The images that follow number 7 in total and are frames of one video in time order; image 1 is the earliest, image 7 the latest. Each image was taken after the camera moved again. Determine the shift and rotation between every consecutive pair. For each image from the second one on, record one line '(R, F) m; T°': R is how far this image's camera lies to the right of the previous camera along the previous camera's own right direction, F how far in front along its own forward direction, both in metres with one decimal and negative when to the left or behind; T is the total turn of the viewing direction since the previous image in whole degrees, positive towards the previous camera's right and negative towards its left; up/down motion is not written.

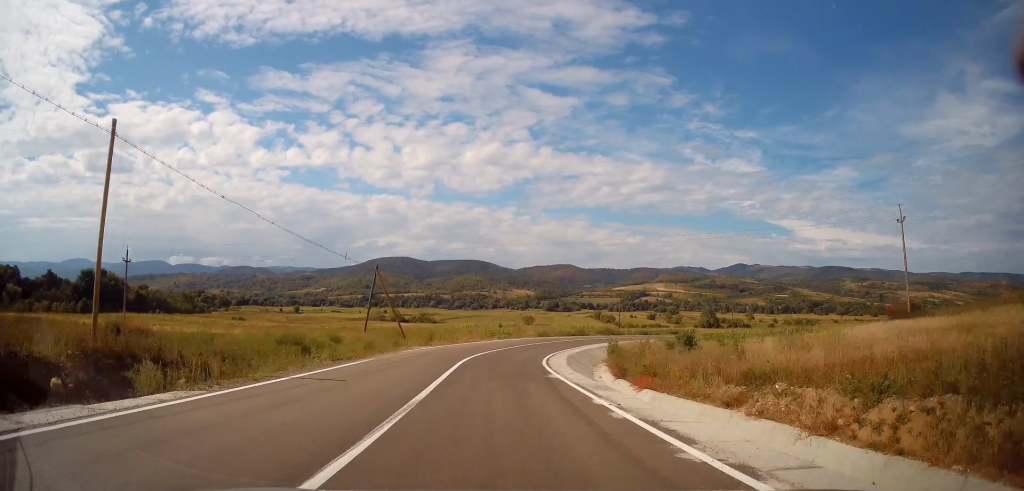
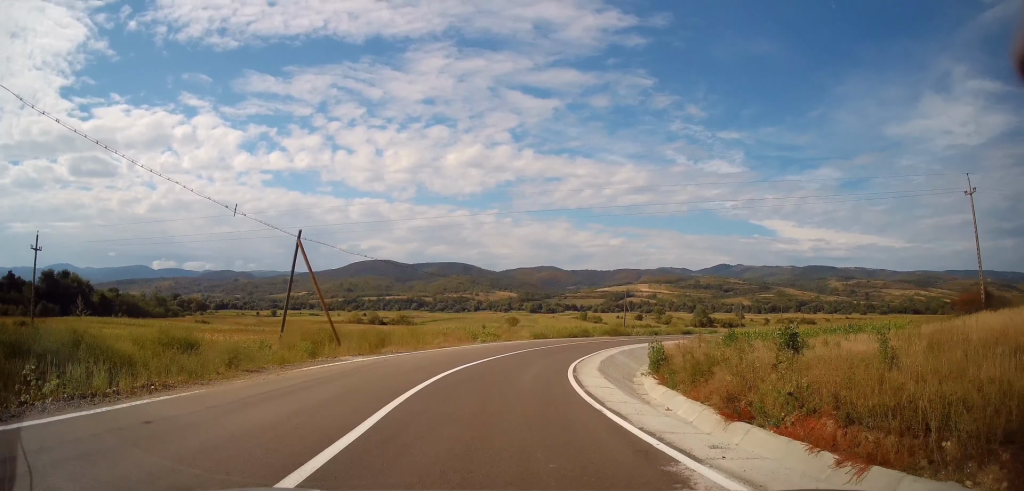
(-0.4, +13.3) m; +1°
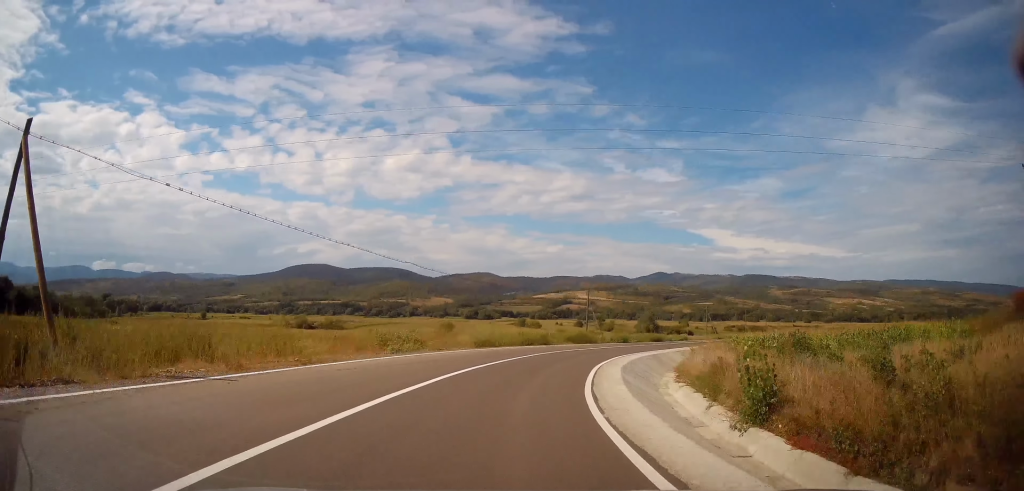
(+0.6, +14.8) m; +6°
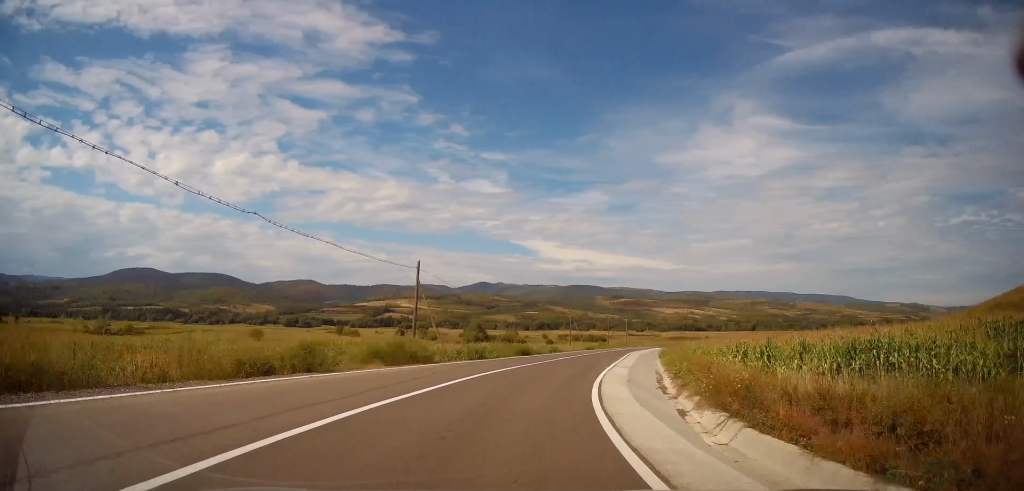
(+3.6, +25.7) m; +17°
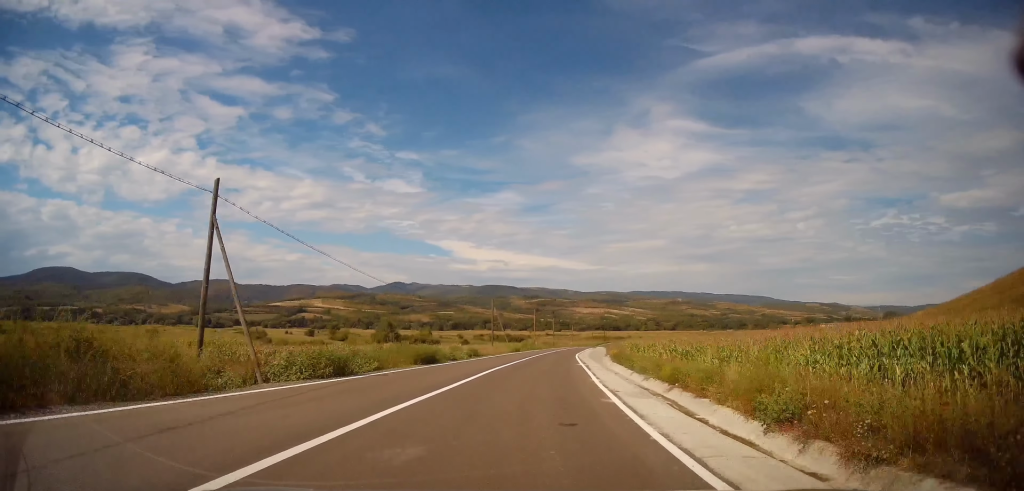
(+1.3, +15.8) m; +9°
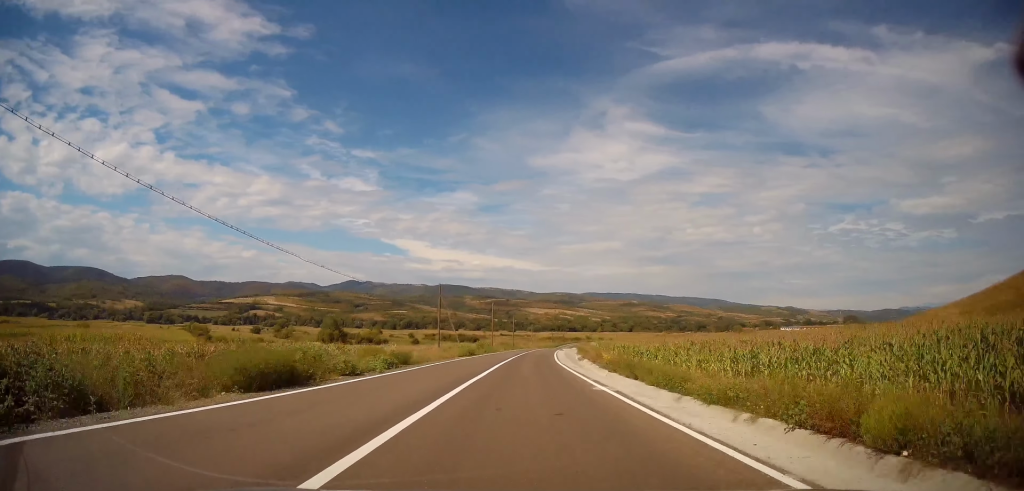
(+1.0, +15.1) m; +6°
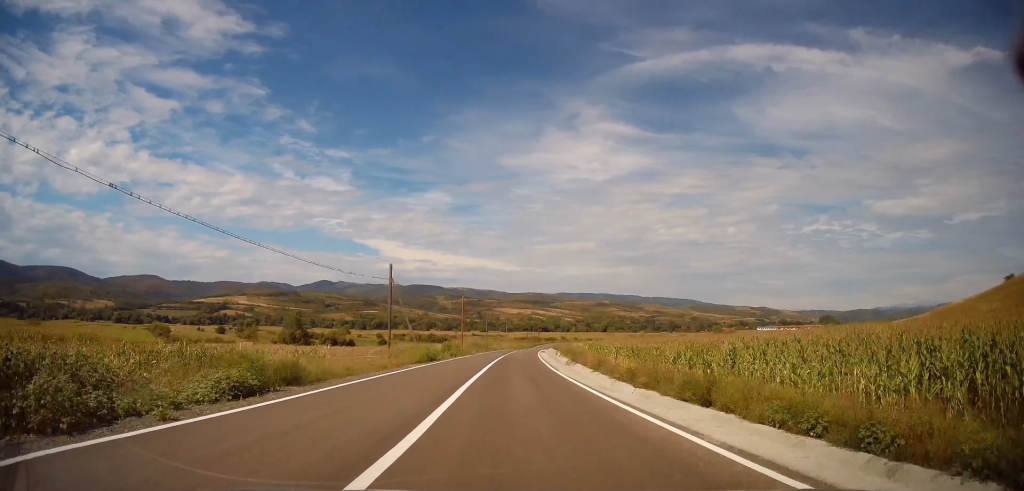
(+0.5, +11.7) m; +3°
